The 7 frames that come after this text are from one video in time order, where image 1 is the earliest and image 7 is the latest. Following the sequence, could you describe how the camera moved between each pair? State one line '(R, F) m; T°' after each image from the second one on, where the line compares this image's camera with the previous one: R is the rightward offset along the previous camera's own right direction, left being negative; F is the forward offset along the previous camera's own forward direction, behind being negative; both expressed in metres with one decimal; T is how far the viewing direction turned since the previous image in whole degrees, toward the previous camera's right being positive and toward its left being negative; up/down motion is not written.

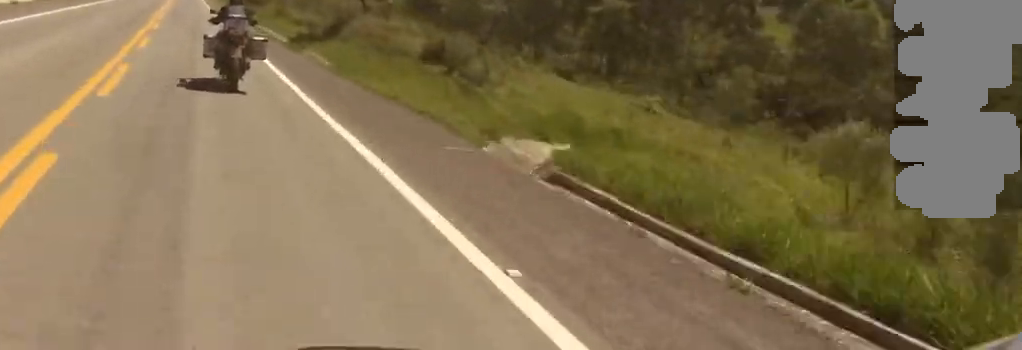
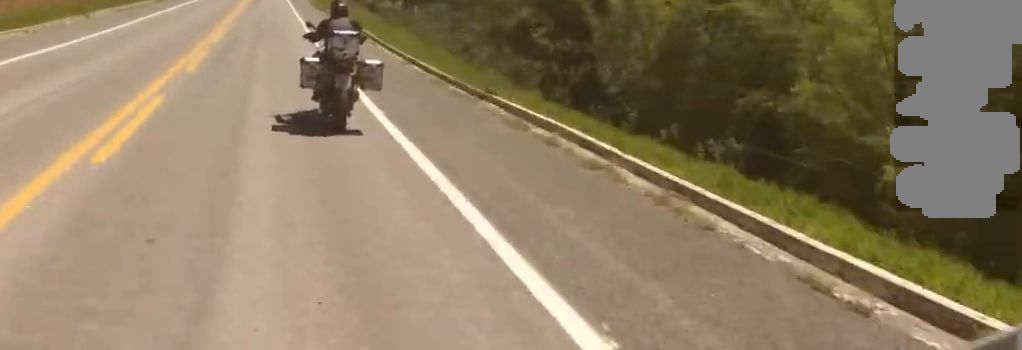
(-7.4, +107.0) m; -3°
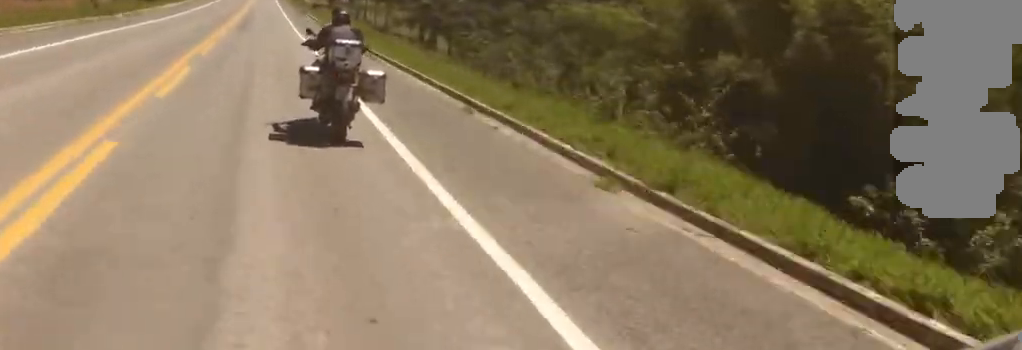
(+1.1, +20.1) m; 0°
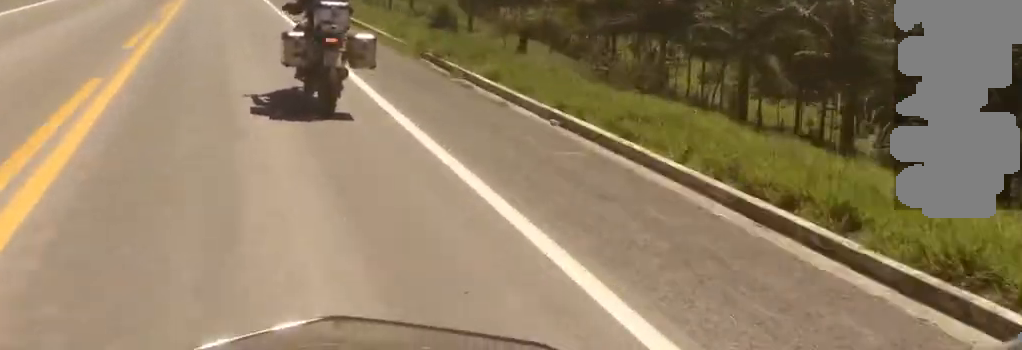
(-3.4, +62.5) m; -3°
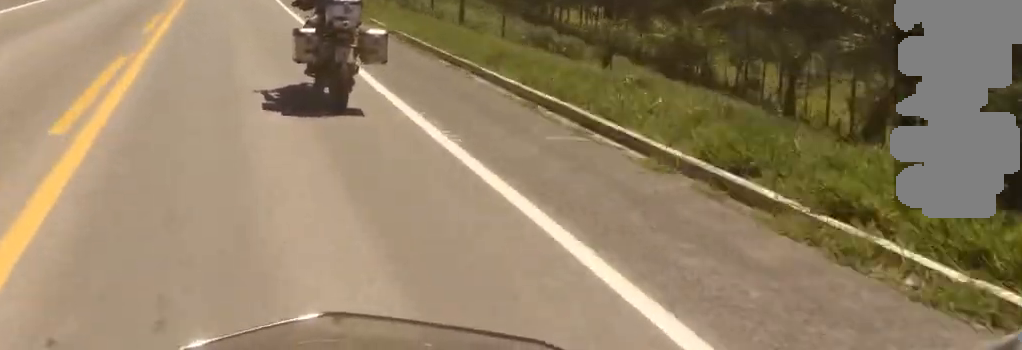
(0.0, +14.9) m; 0°
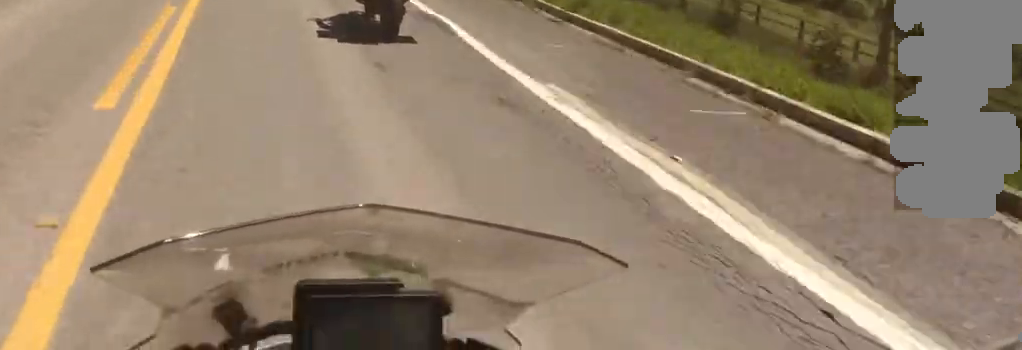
(+0.6, +43.3) m; +2°
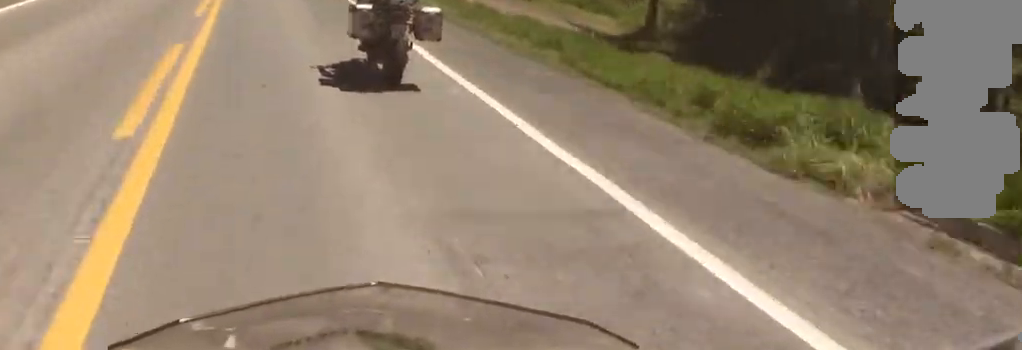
(+0.4, +16.0) m; 0°
